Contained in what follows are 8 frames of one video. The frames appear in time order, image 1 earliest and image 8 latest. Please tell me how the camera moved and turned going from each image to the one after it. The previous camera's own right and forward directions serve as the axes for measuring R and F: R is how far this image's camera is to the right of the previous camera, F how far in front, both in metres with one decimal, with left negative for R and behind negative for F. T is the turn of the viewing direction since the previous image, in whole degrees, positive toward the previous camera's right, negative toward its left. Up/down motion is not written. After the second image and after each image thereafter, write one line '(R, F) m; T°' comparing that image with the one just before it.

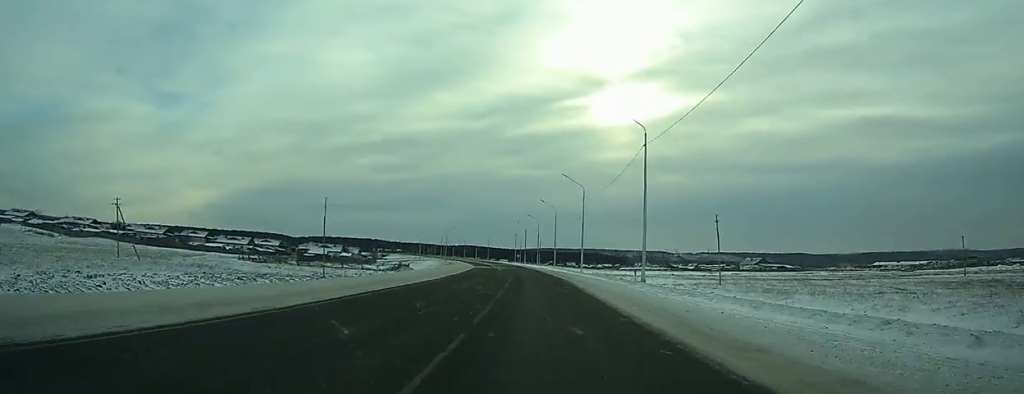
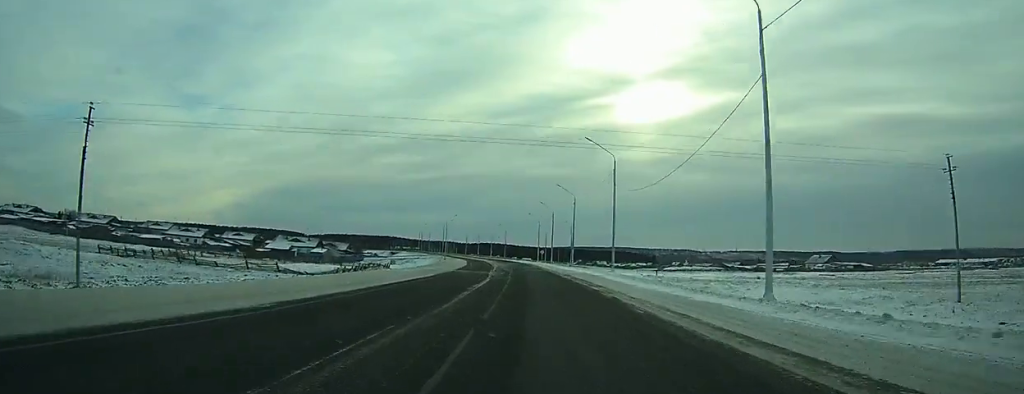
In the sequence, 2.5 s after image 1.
(-1.3, +59.7) m; -2°
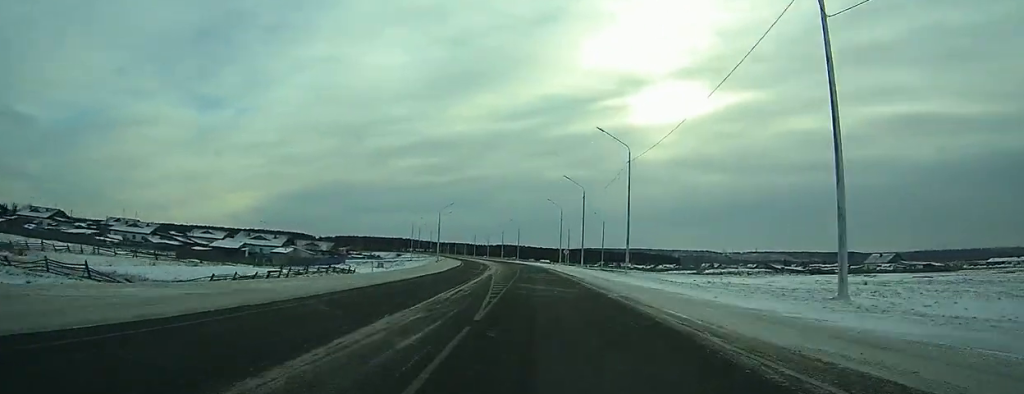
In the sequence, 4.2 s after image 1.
(-0.3, +41.3) m; -1°
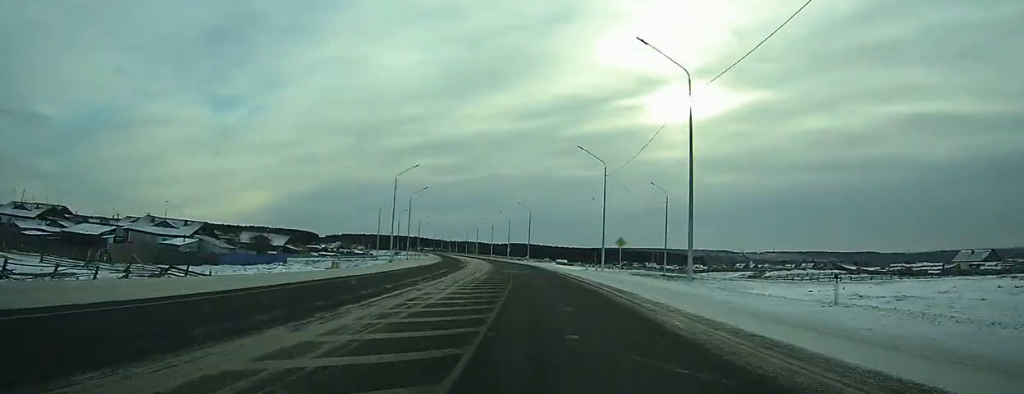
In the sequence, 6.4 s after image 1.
(-0.6, +49.8) m; -2°
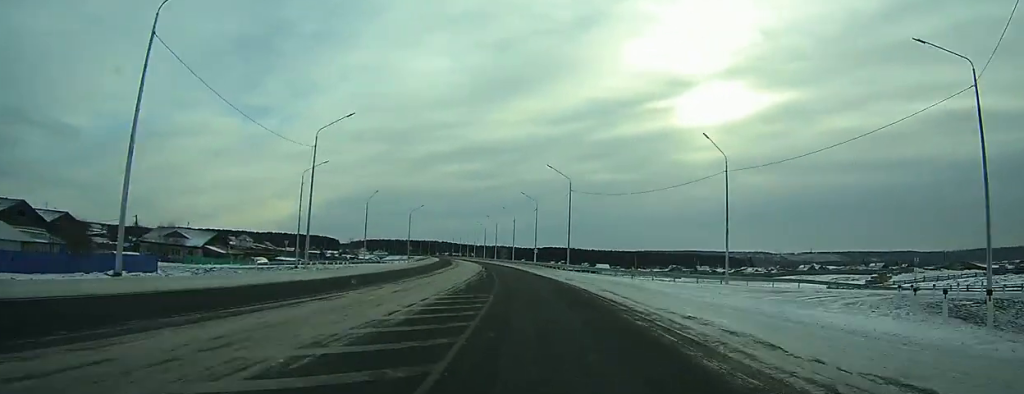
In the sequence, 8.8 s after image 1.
(-1.6, +51.7) m; -4°
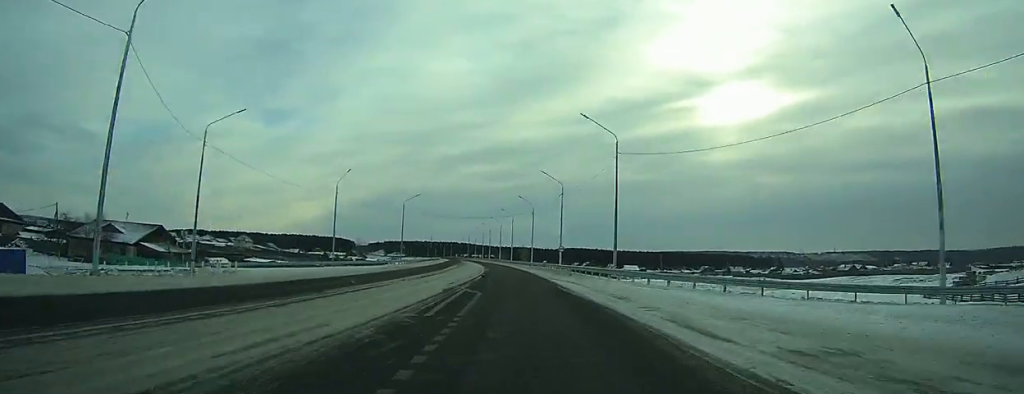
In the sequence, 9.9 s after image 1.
(-0.3, +24.2) m; -2°
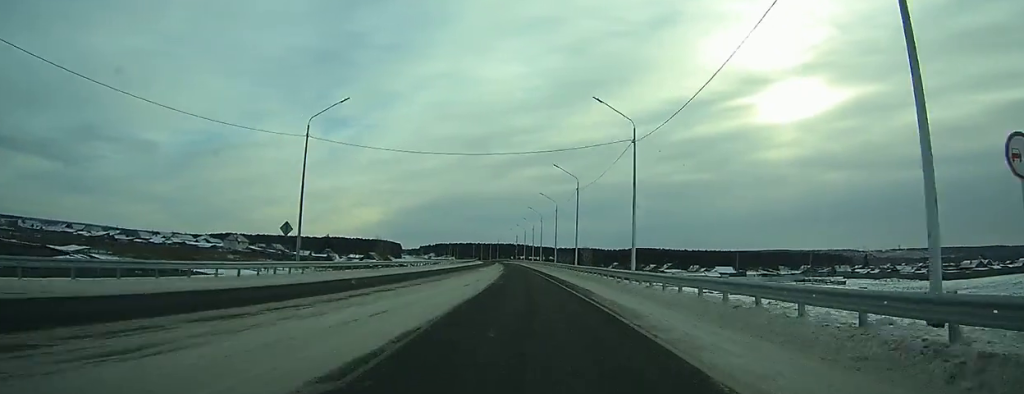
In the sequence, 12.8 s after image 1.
(-3.0, +65.8) m; -5°
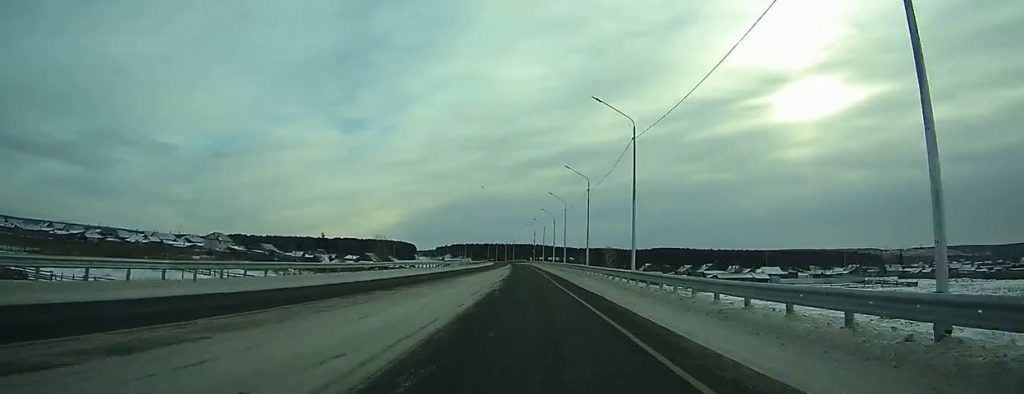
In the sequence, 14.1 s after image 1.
(-0.6, +30.6) m; -2°
